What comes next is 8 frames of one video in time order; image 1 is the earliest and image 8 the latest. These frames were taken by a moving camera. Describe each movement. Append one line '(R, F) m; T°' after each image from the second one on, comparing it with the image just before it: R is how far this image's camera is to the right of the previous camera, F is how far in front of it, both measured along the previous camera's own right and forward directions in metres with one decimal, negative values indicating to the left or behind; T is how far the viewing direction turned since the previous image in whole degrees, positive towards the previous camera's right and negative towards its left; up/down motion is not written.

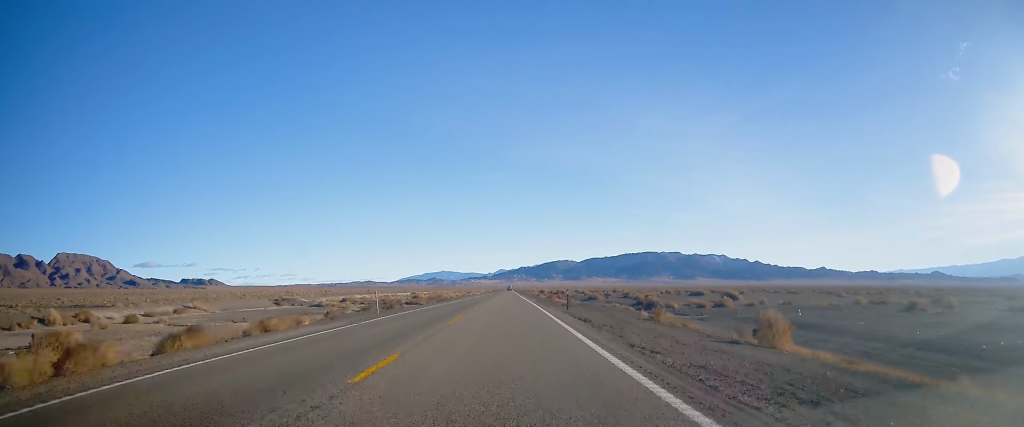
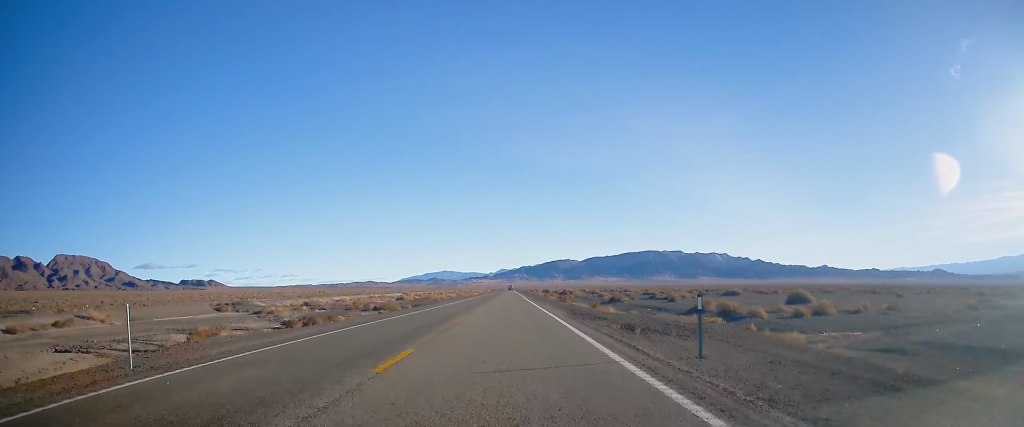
(+0.1, +23.4) m; 0°
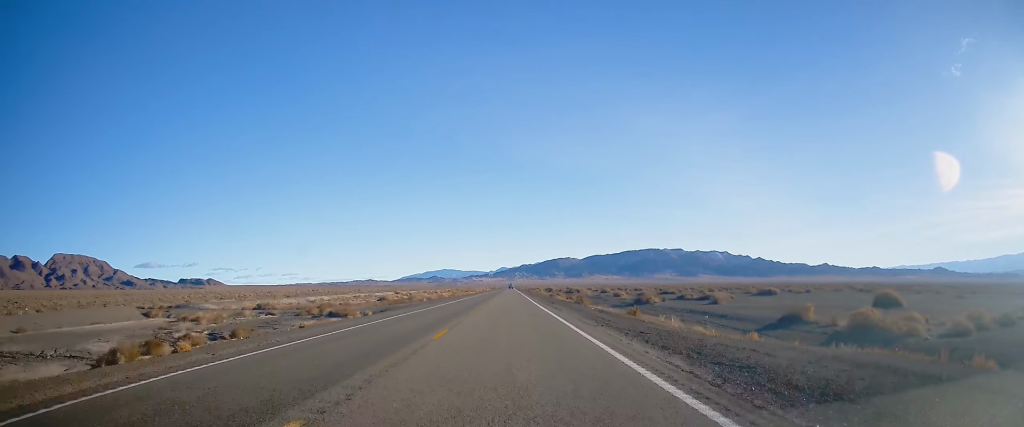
(0.0, +18.8) m; 0°
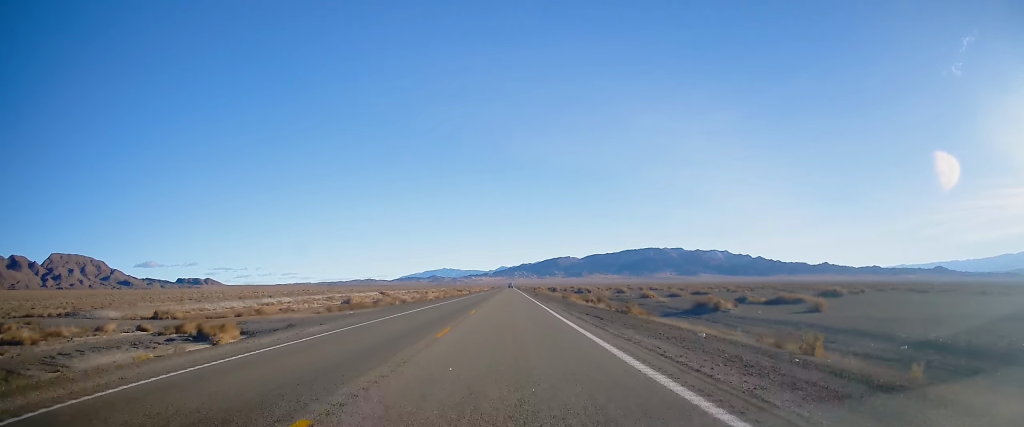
(+0.1, +24.5) m; 0°
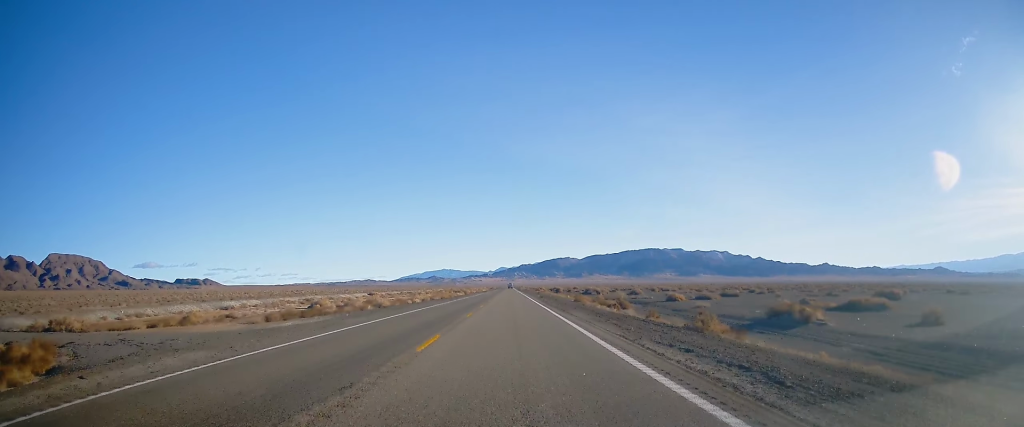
(+0.1, +15.1) m; 0°
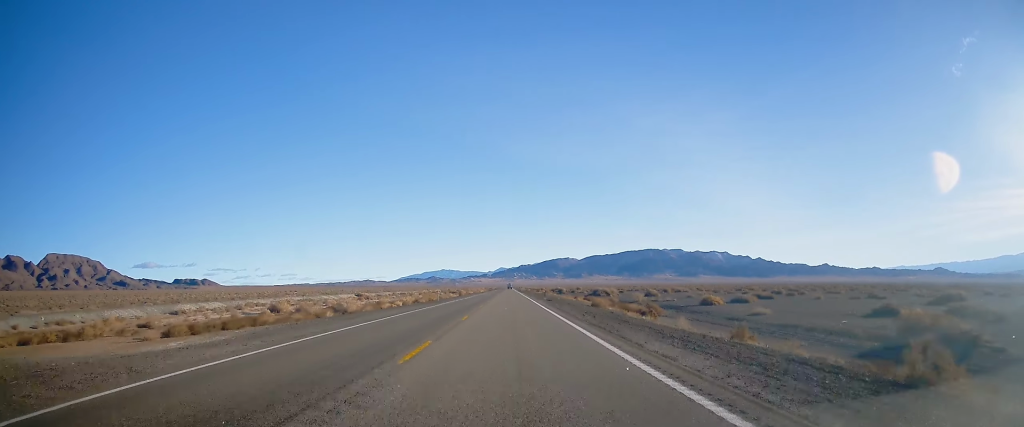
(-0.1, +14.0) m; 0°
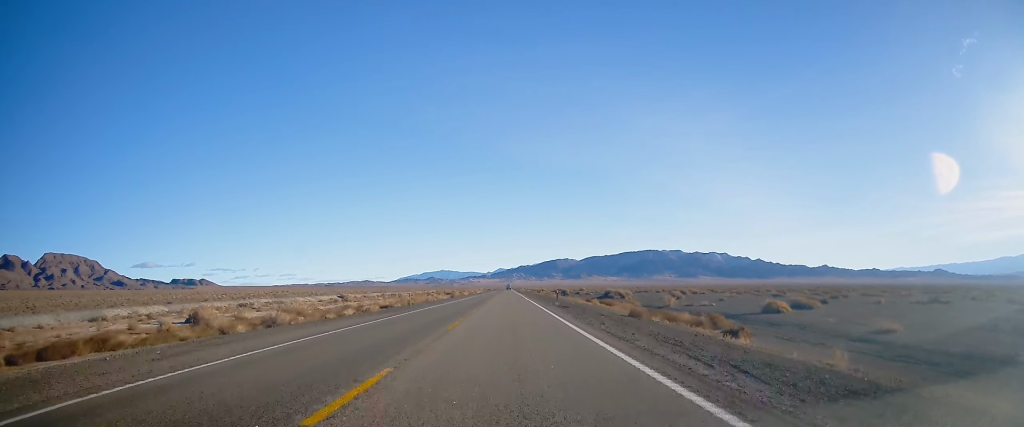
(-0.2, +16.2) m; 0°
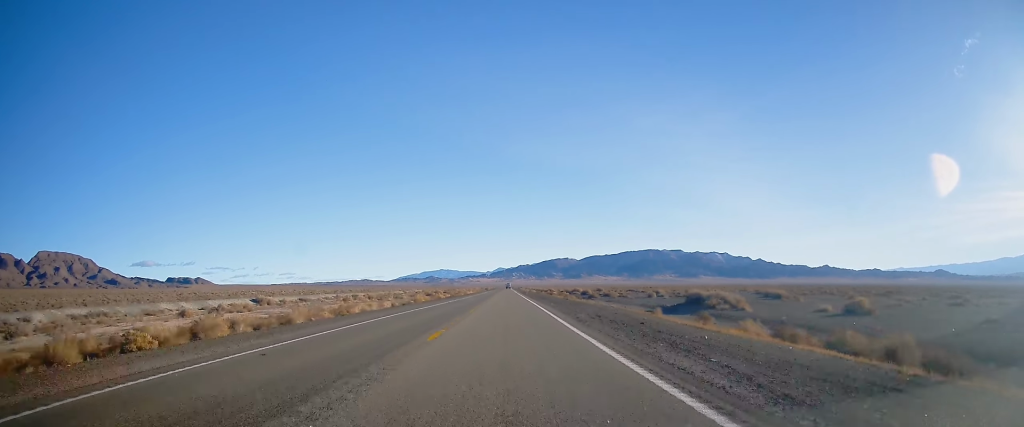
(+0.2, +52.3) m; +1°
